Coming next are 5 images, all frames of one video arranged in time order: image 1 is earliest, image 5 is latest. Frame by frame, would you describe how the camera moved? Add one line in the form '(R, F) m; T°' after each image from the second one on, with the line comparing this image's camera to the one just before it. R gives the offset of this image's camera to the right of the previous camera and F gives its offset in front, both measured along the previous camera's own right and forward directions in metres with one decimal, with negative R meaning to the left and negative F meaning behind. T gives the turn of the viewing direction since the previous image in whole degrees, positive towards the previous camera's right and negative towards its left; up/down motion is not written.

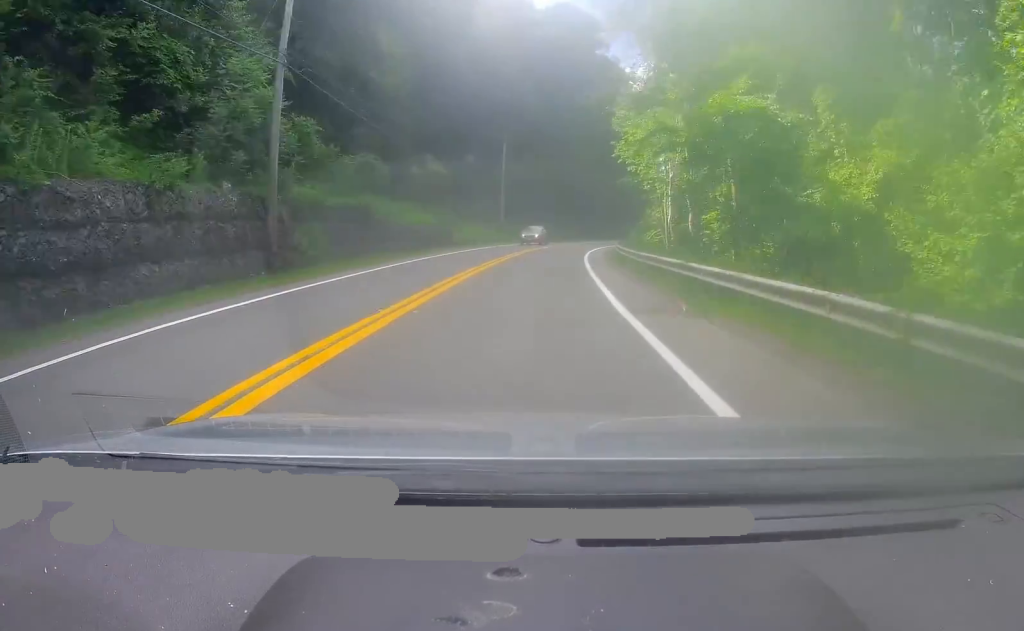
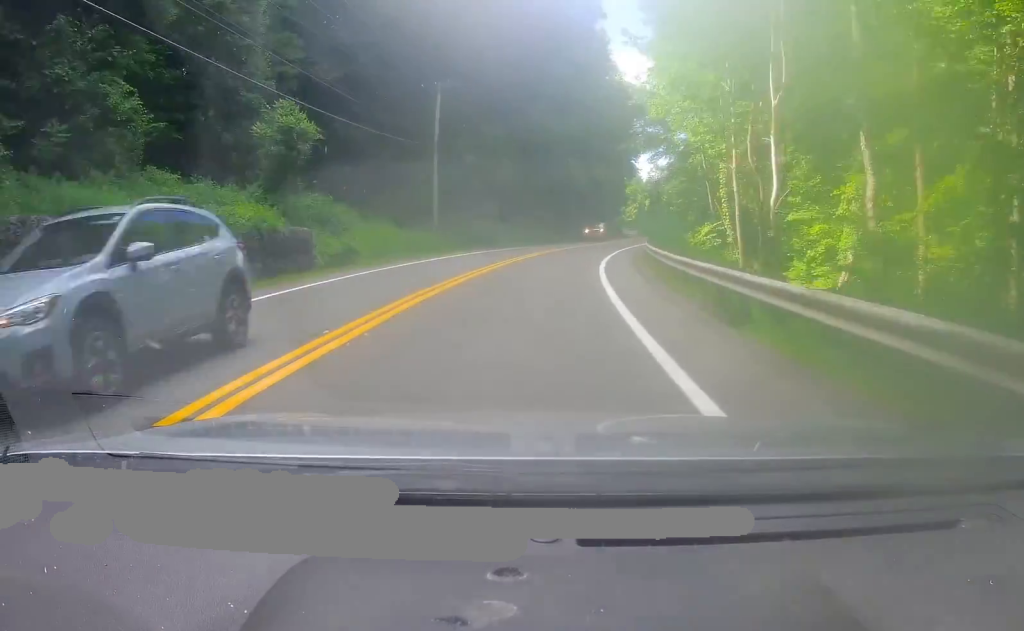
(+0.8, +26.9) m; +5°
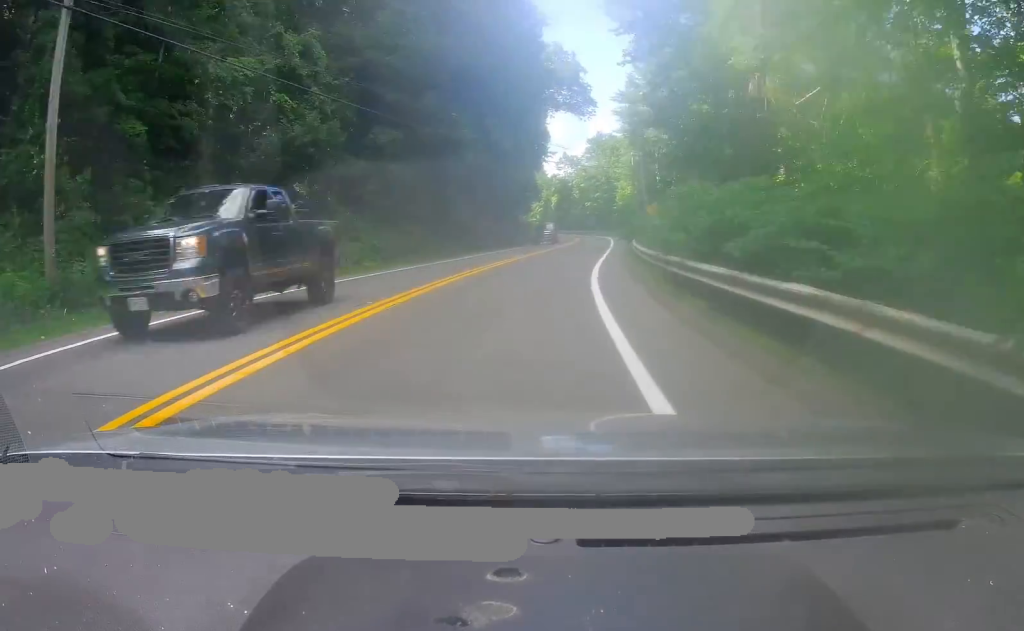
(+1.5, +33.4) m; +5°
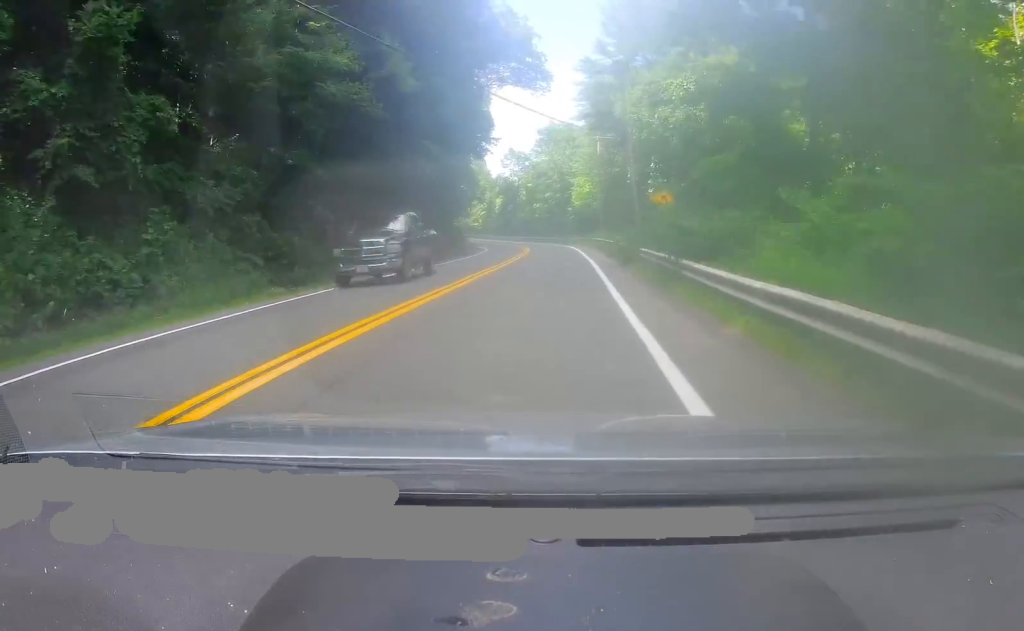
(+1.1, +22.2) m; +5°
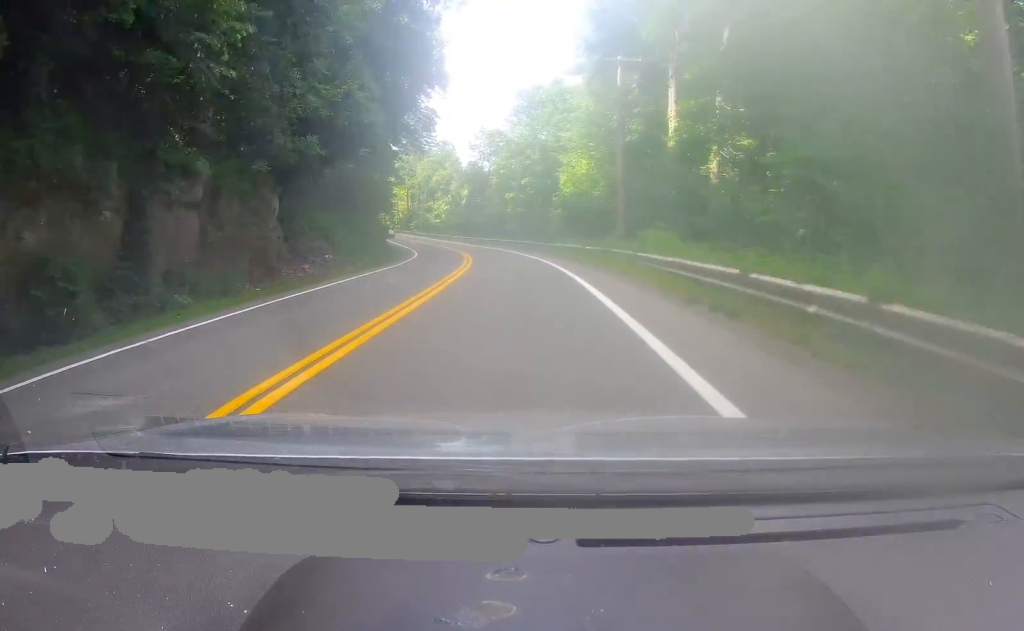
(+1.4, +34.7) m; +3°
